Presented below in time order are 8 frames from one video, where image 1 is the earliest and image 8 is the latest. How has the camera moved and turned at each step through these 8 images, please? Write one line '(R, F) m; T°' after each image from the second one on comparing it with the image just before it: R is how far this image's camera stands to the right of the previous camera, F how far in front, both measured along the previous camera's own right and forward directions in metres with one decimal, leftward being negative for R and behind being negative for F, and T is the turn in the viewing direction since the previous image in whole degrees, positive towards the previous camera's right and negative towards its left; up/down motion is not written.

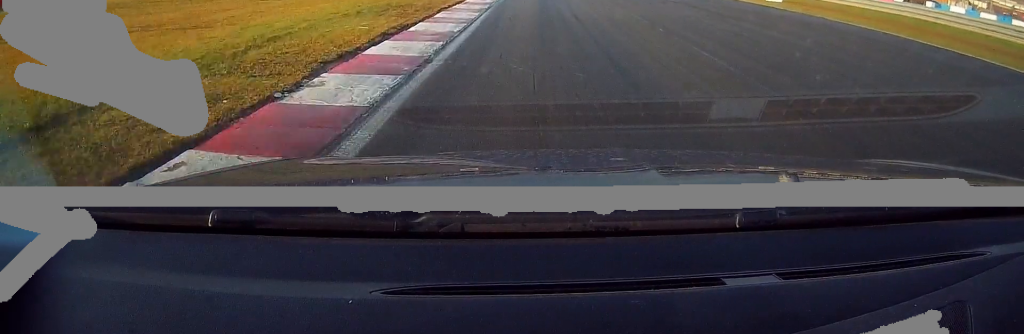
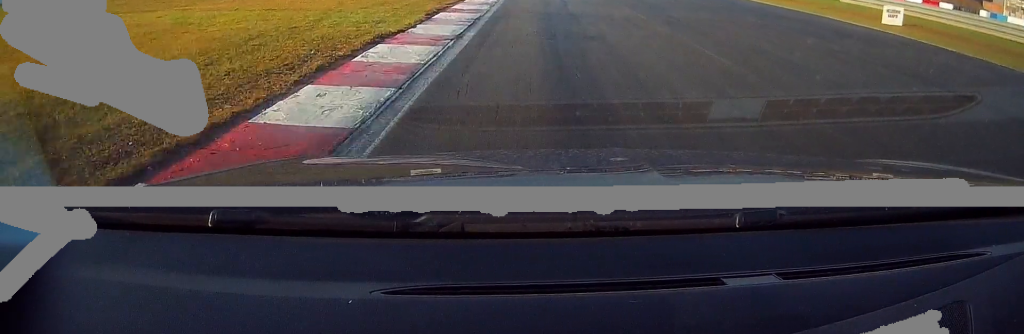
(+0.1, +16.9) m; 0°
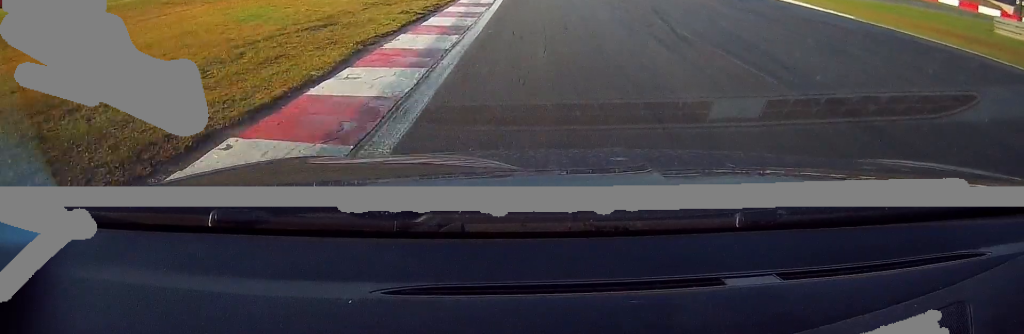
(0.0, +24.9) m; -2°
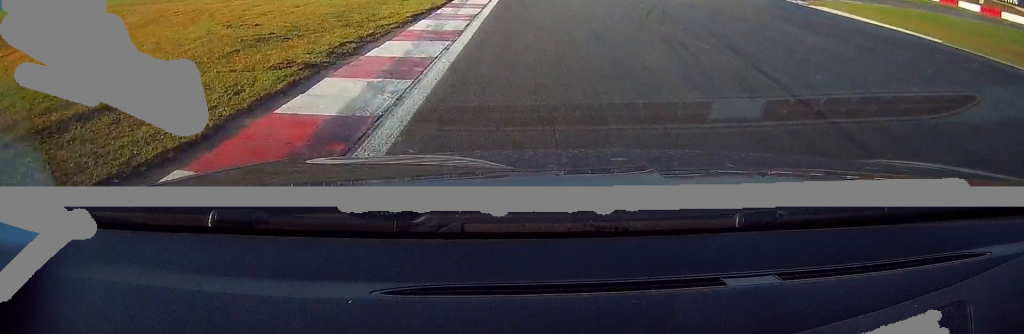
(-0.1, +7.3) m; 0°
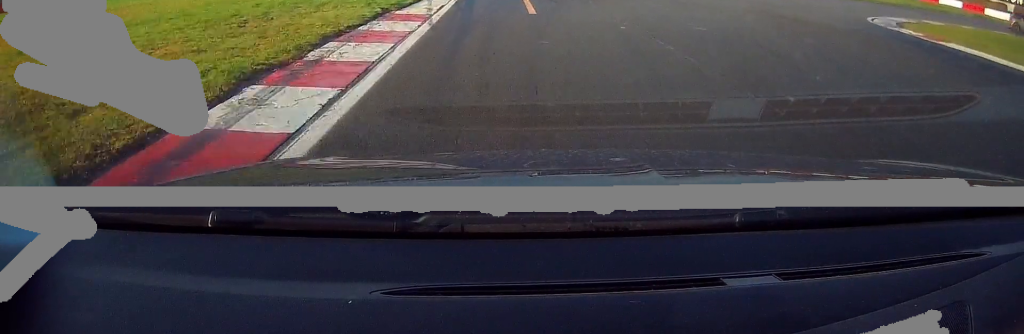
(+0.4, +13.5) m; +6°
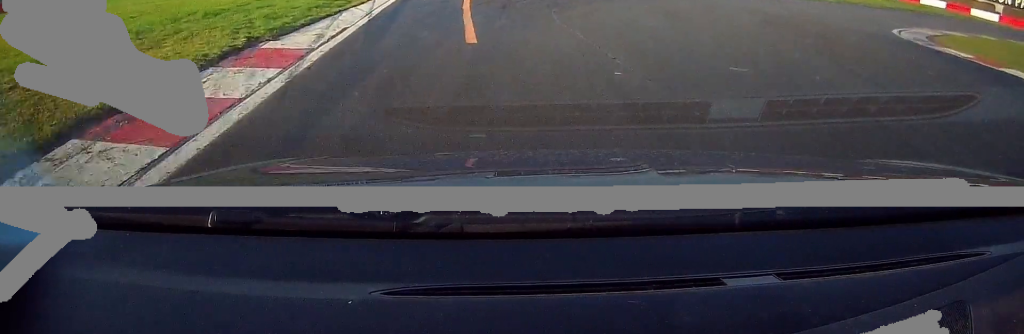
(+0.2, +5.3) m; +4°
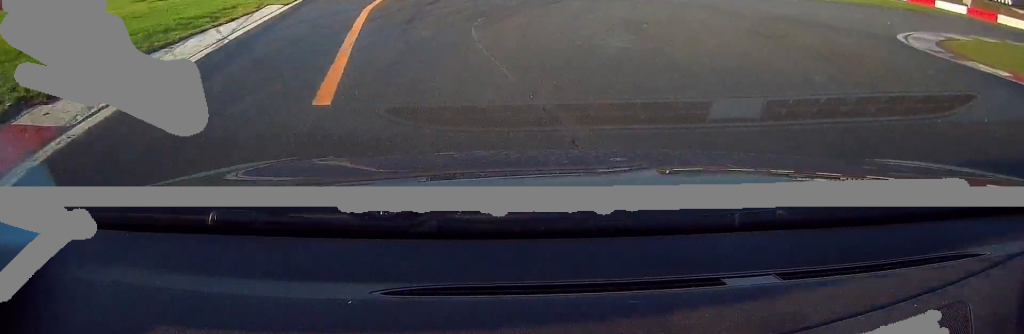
(-0.1, +4.3) m; +5°
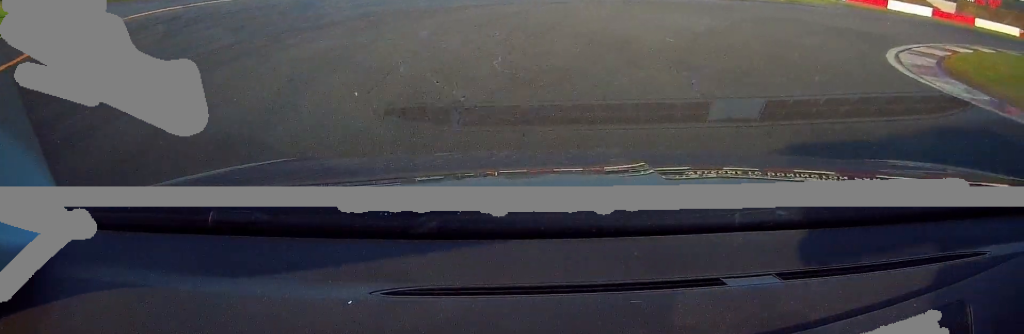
(+0.5, +8.3) m; +13°
